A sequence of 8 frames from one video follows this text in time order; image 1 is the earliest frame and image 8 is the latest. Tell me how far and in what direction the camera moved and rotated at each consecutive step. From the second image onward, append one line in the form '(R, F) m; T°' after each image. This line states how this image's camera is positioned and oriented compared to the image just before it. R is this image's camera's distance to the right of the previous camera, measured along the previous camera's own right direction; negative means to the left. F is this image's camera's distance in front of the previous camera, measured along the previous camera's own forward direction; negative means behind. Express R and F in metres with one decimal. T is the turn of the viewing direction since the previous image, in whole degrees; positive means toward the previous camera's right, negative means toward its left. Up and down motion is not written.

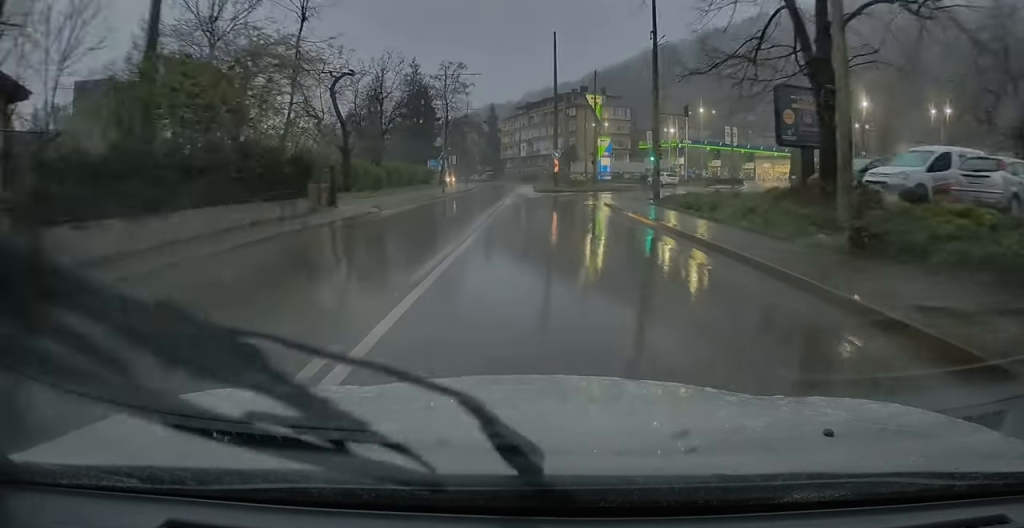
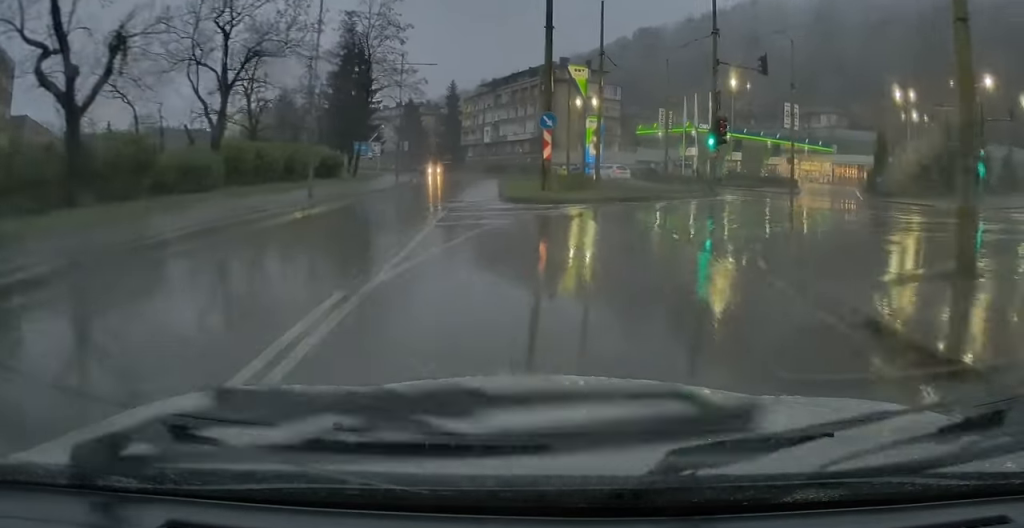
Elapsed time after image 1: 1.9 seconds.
(+0.6, +25.1) m; +4°
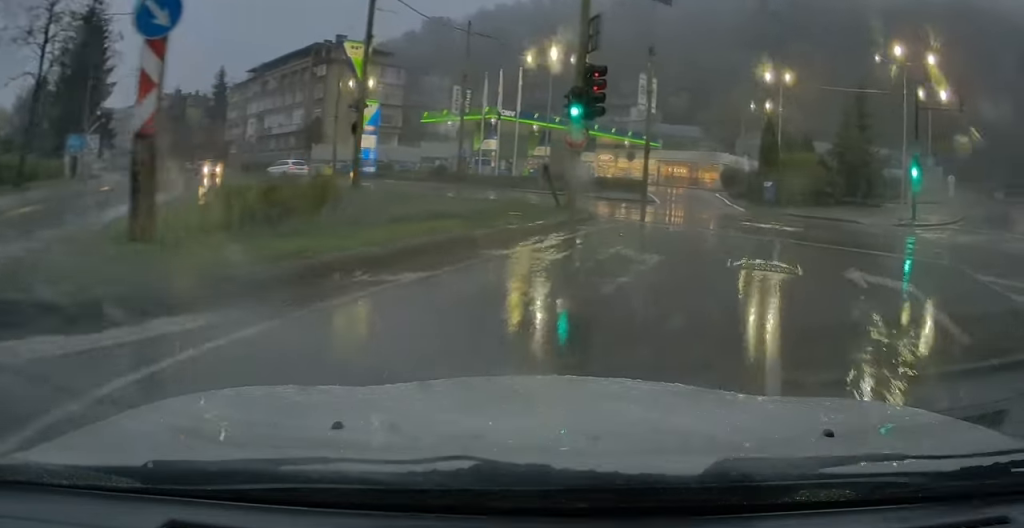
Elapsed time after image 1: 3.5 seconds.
(+1.3, +16.8) m; +14°
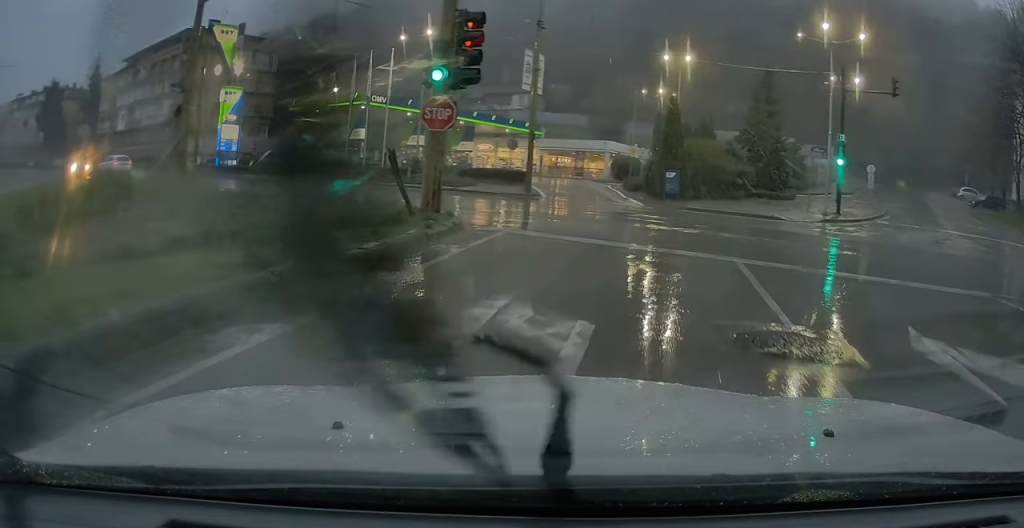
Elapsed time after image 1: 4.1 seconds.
(+0.2, +5.1) m; +9°
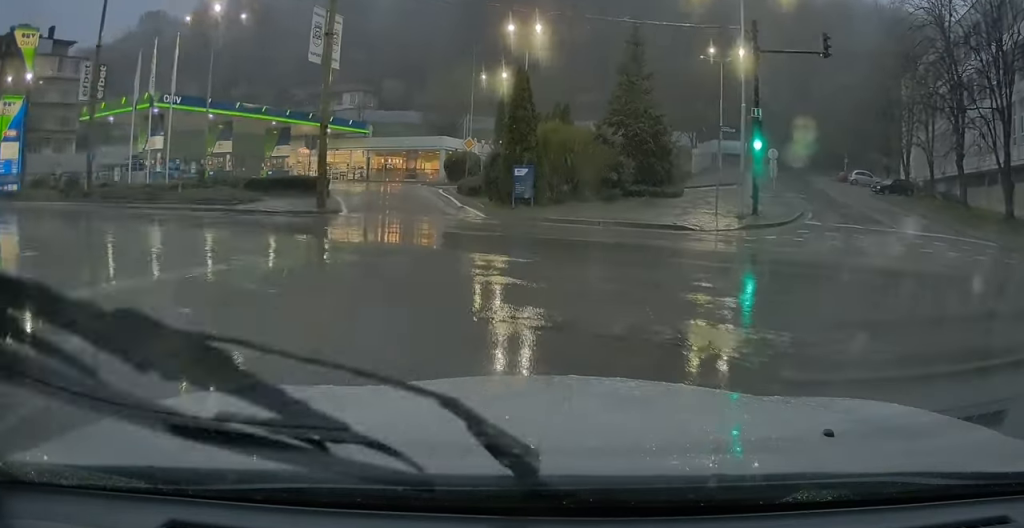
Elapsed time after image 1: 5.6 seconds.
(+2.0, +9.2) m; +17°
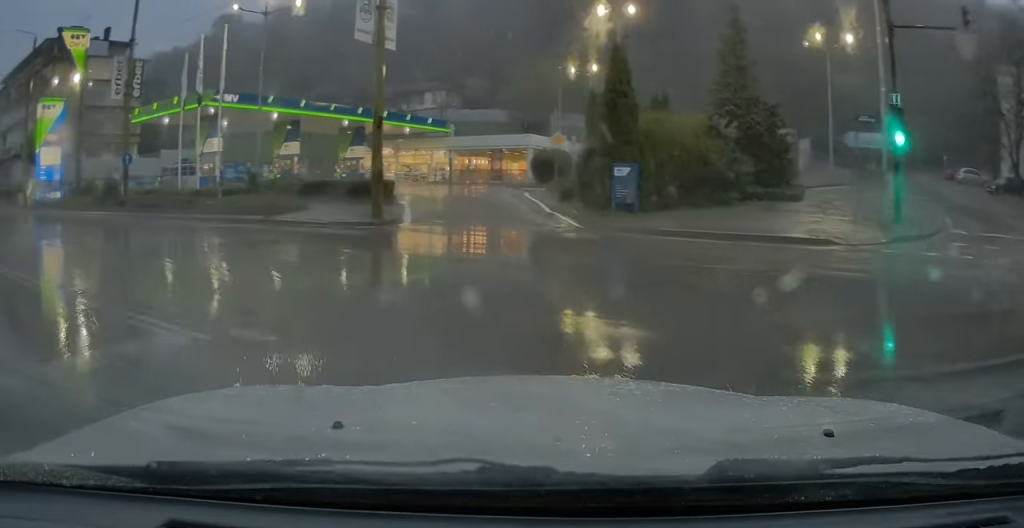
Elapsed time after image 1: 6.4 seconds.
(+0.1, +4.0) m; -4°
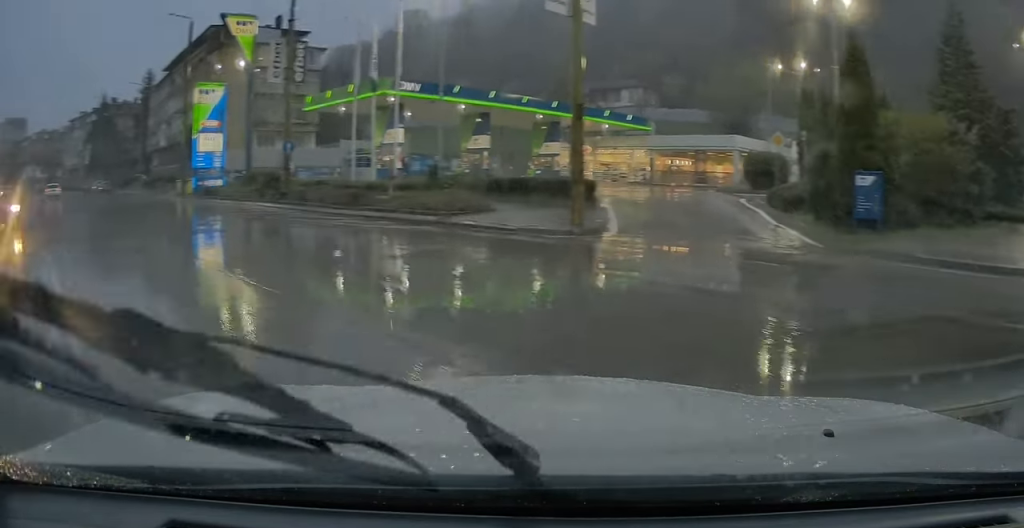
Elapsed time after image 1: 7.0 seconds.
(+0.2, +3.0) m; -10°
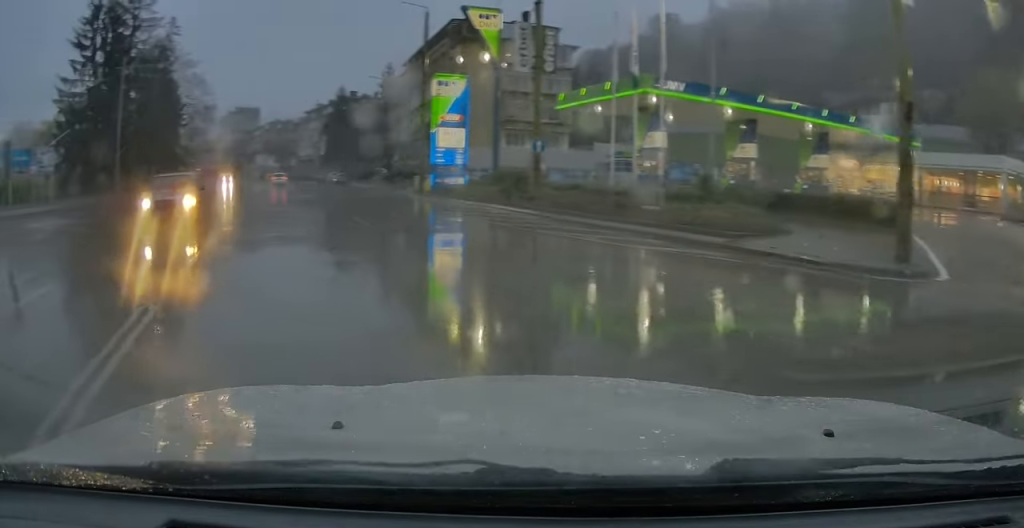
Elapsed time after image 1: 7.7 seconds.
(-0.6, +3.1) m; -23°
